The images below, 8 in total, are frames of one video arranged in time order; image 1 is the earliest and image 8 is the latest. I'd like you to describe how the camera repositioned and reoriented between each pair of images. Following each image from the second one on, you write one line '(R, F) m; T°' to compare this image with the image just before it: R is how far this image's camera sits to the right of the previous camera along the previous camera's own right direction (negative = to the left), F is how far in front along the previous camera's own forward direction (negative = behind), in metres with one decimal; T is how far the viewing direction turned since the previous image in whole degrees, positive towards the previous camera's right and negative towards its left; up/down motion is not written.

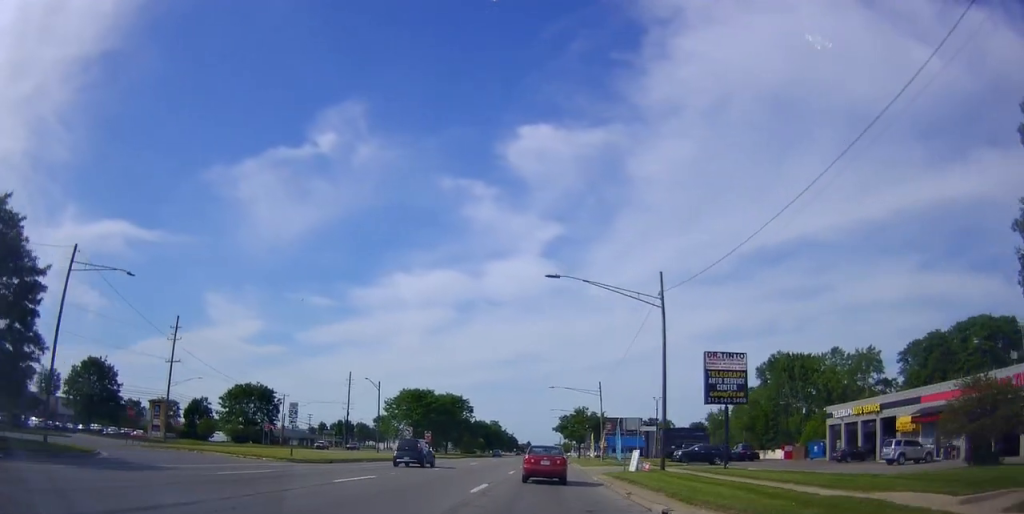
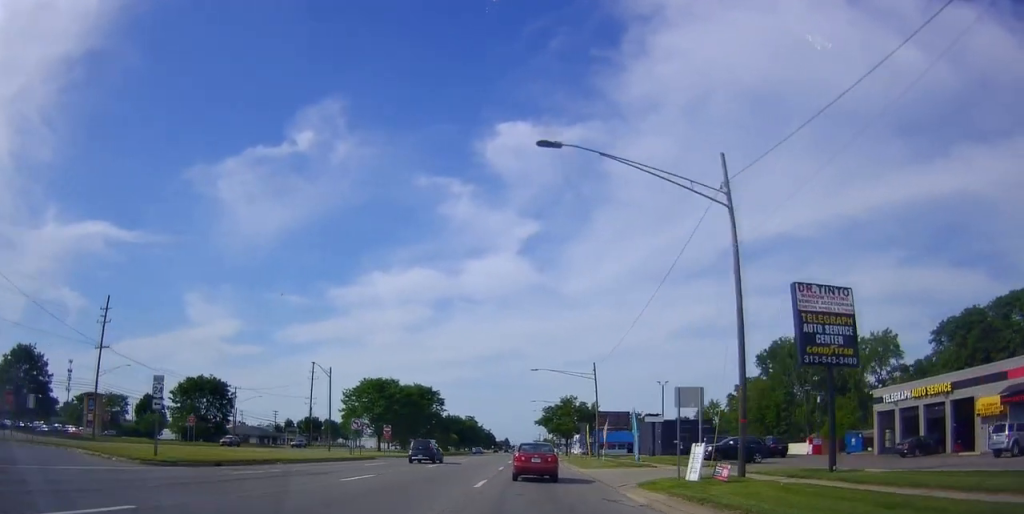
(+0.7, +13.4) m; +2°
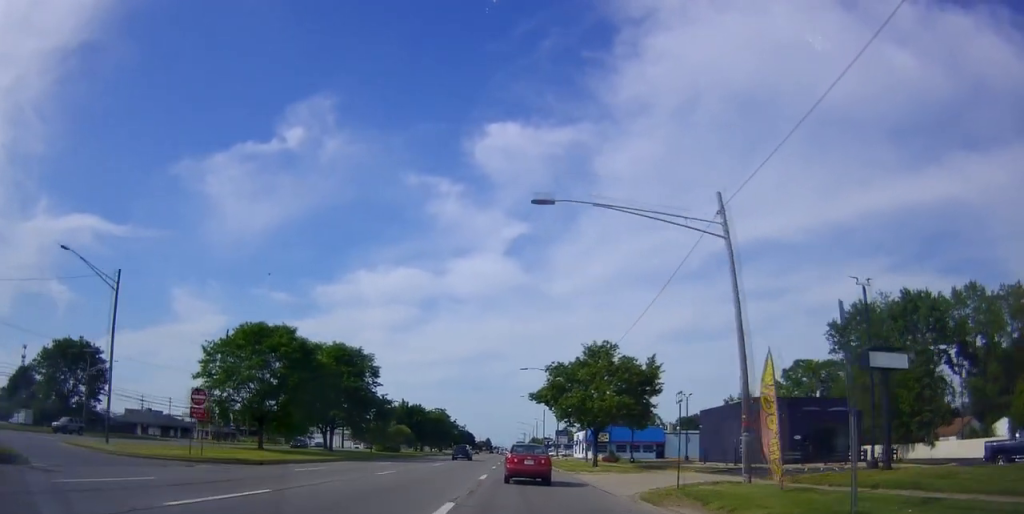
(+0.7, +40.8) m; +1°
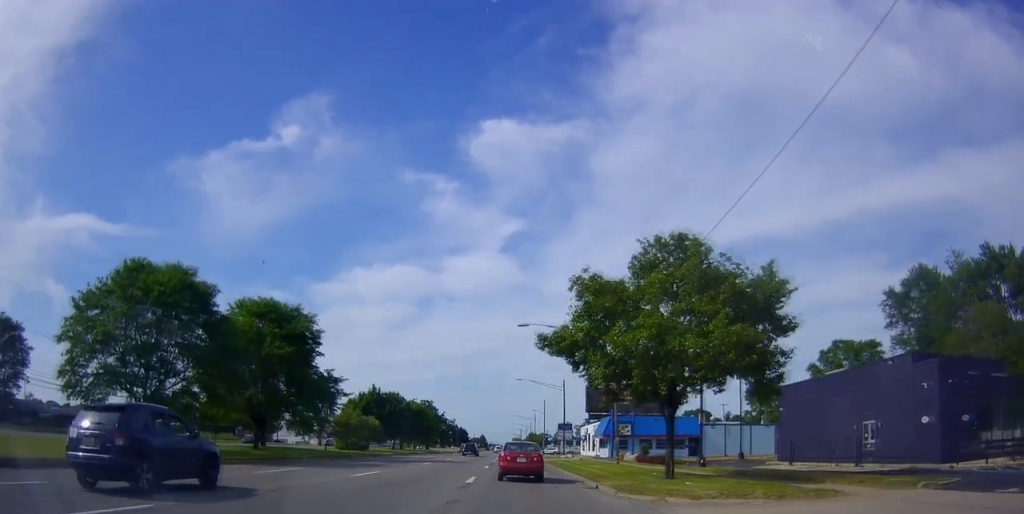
(+0.2, +19.3) m; +2°
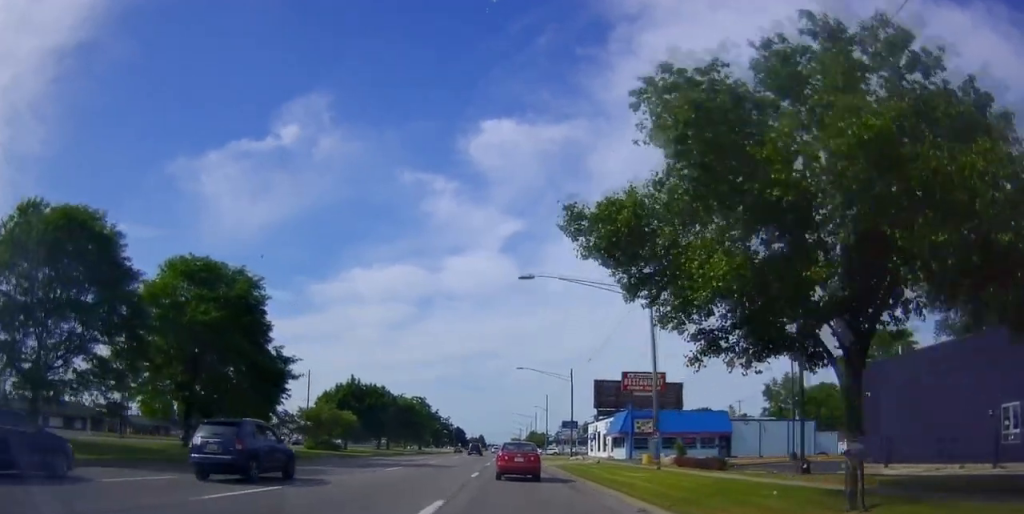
(+0.2, +11.4) m; +1°
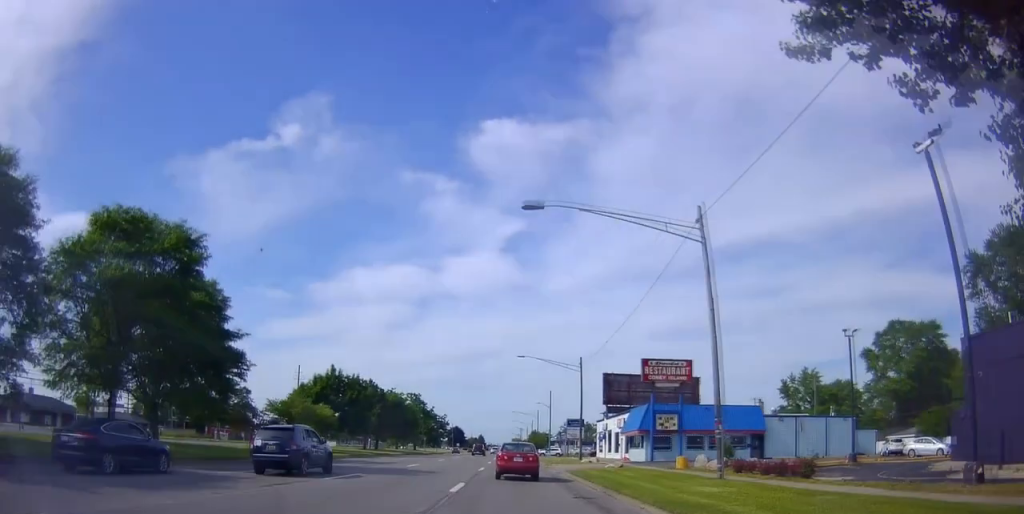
(0.0, +8.8) m; 0°
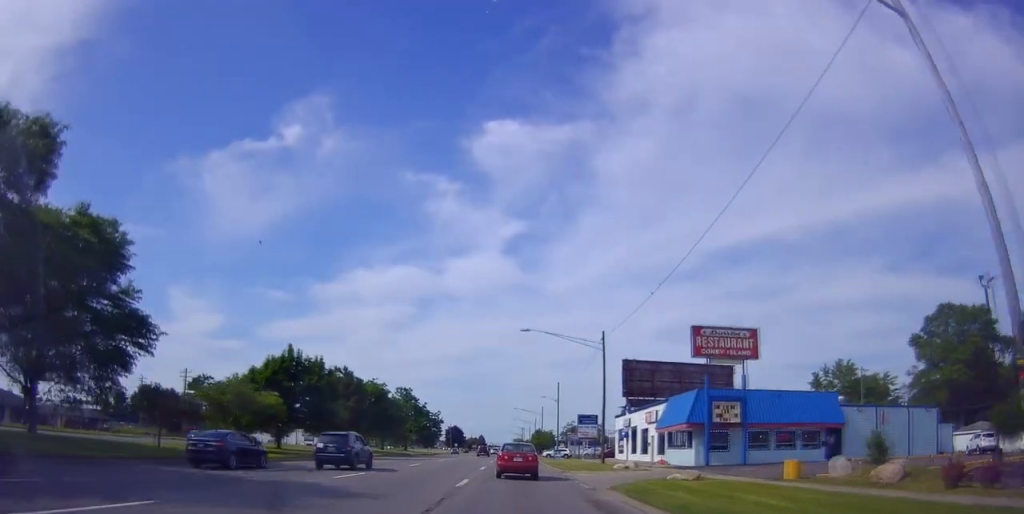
(0.0, +13.7) m; 0°
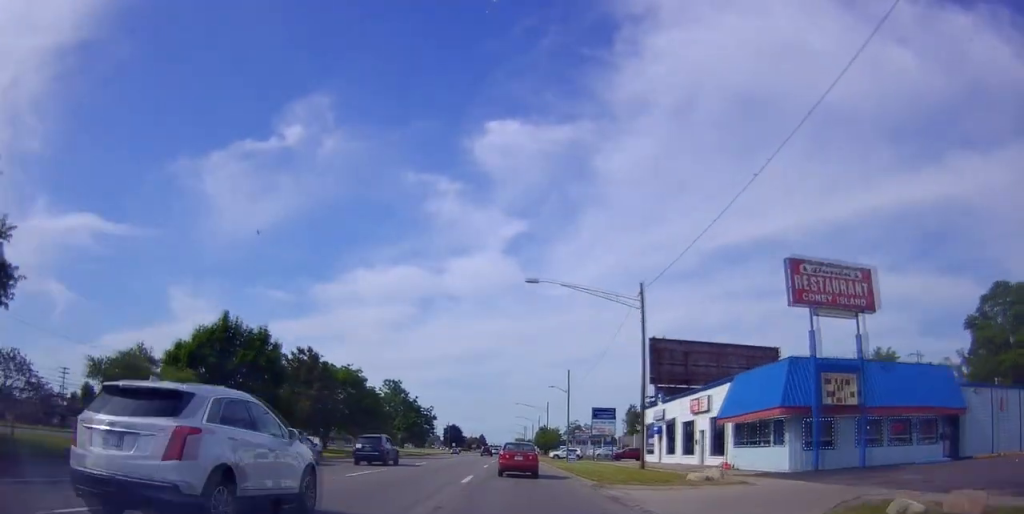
(0.0, +12.9) m; 0°
